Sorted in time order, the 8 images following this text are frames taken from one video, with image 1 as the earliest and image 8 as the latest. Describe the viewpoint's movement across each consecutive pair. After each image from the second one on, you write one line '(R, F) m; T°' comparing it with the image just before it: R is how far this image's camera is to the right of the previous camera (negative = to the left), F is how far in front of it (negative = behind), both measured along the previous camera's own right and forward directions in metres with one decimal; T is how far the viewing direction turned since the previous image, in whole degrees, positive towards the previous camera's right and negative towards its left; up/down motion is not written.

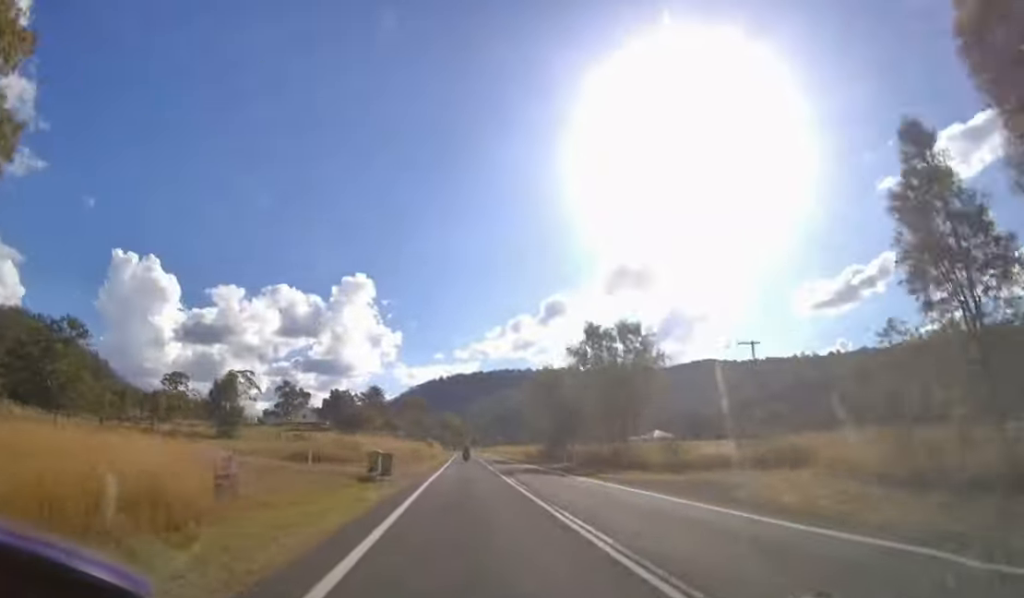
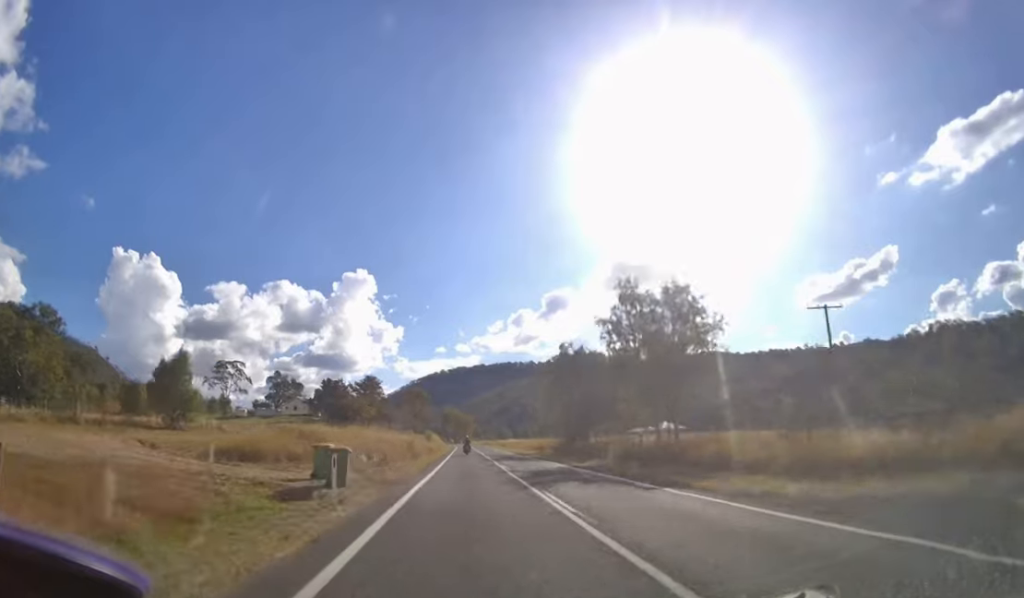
(0.0, +11.8) m; 0°
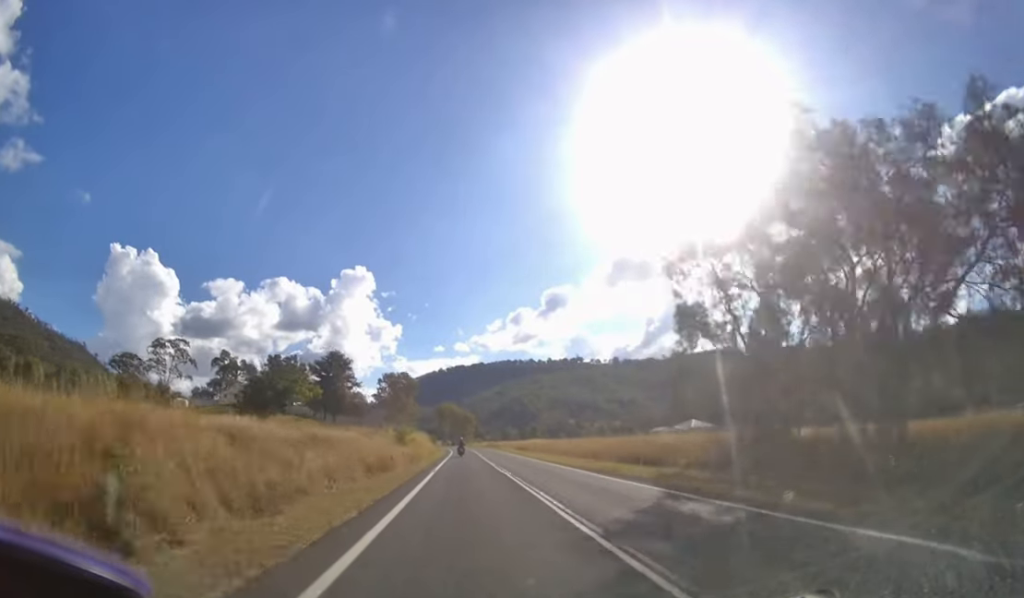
(0.0, +36.3) m; 0°
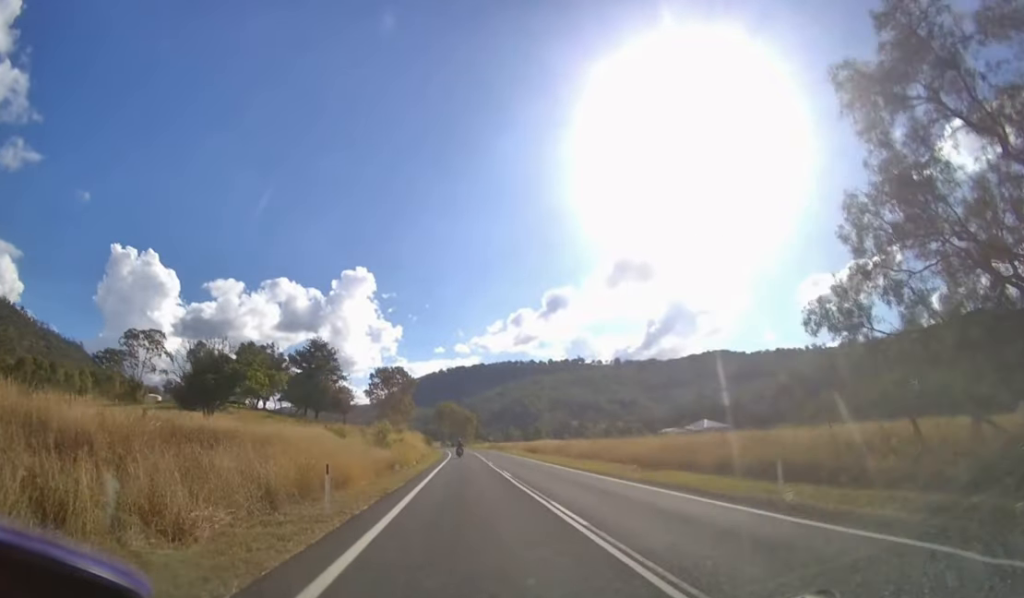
(0.0, +10.8) m; 0°
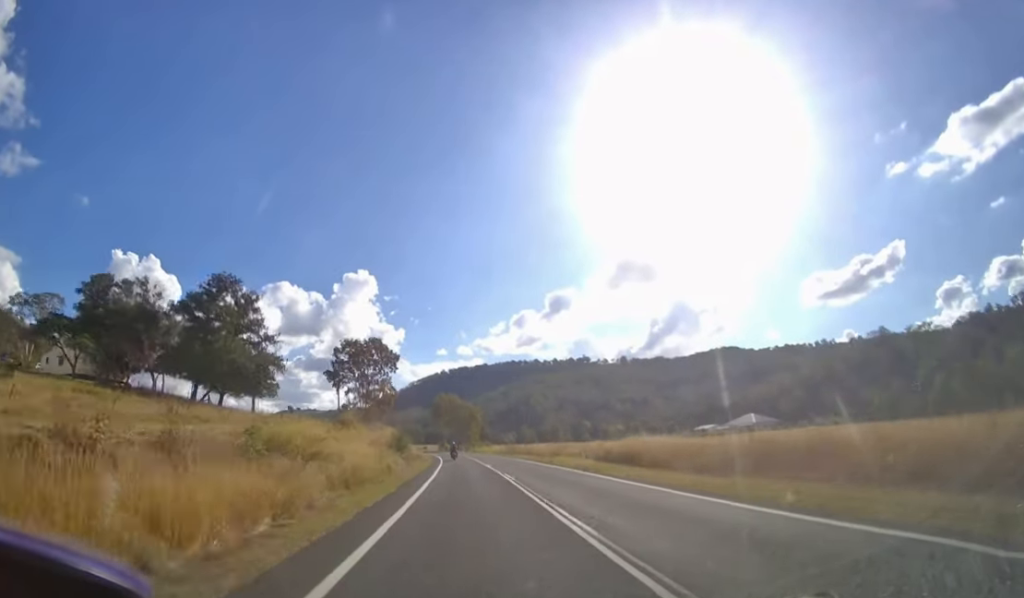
(0.0, +30.9) m; 0°
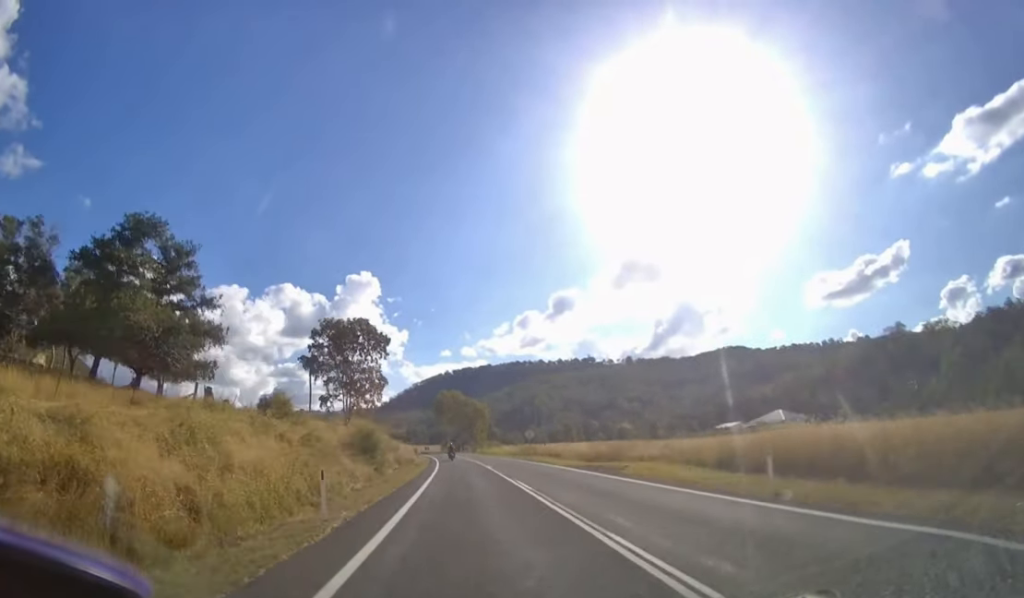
(0.0, +13.3) m; 0°
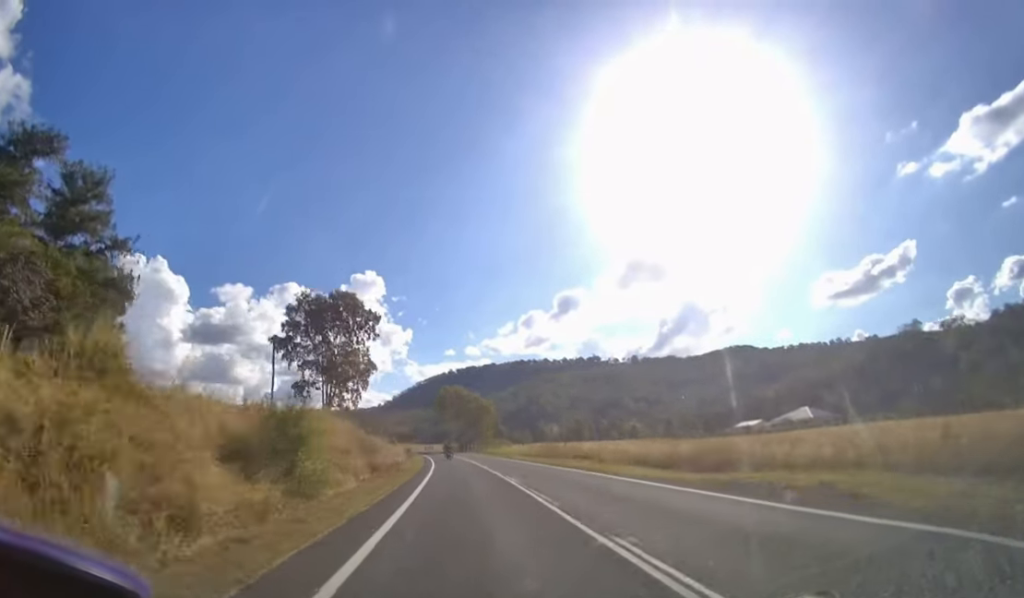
(0.0, +11.4) m; 0°
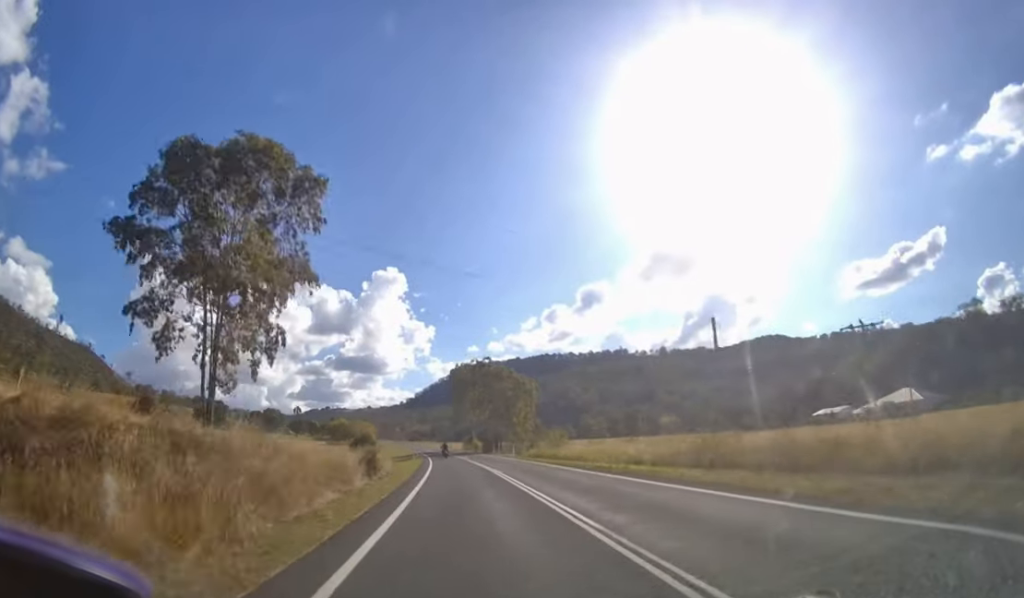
(-0.3, +29.6) m; -2°
